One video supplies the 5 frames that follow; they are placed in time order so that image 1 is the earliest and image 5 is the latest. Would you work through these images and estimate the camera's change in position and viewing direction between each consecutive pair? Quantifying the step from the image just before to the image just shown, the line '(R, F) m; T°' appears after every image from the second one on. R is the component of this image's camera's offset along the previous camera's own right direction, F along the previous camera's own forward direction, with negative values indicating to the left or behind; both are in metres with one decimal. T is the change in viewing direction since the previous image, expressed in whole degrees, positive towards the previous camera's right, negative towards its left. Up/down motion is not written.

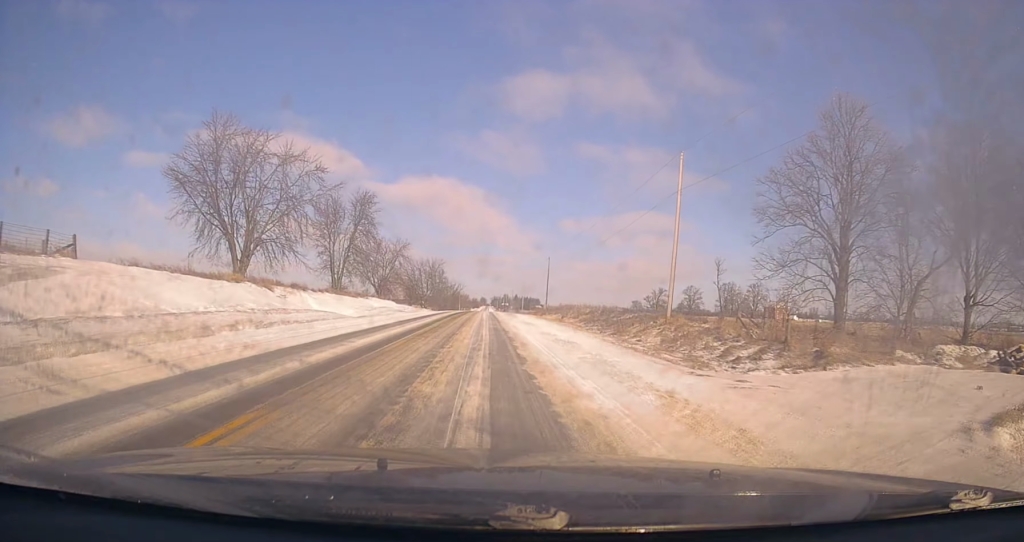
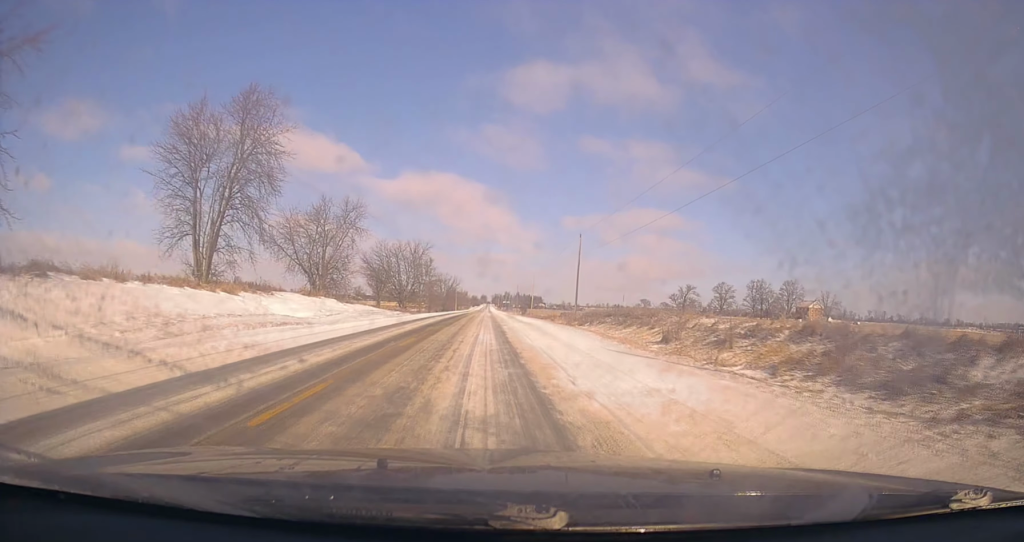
(-0.4, +35.2) m; 0°
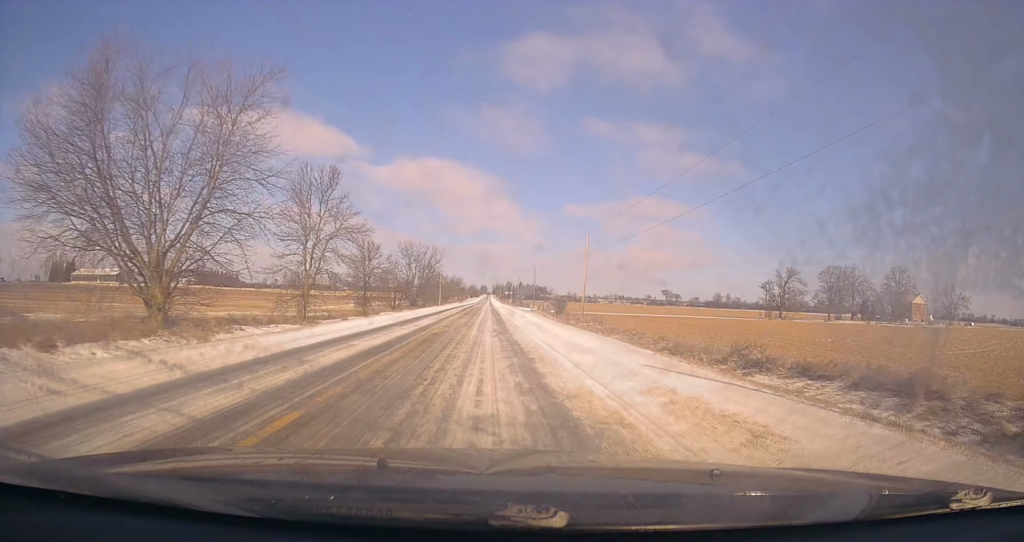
(+1.3, +77.3) m; 0°
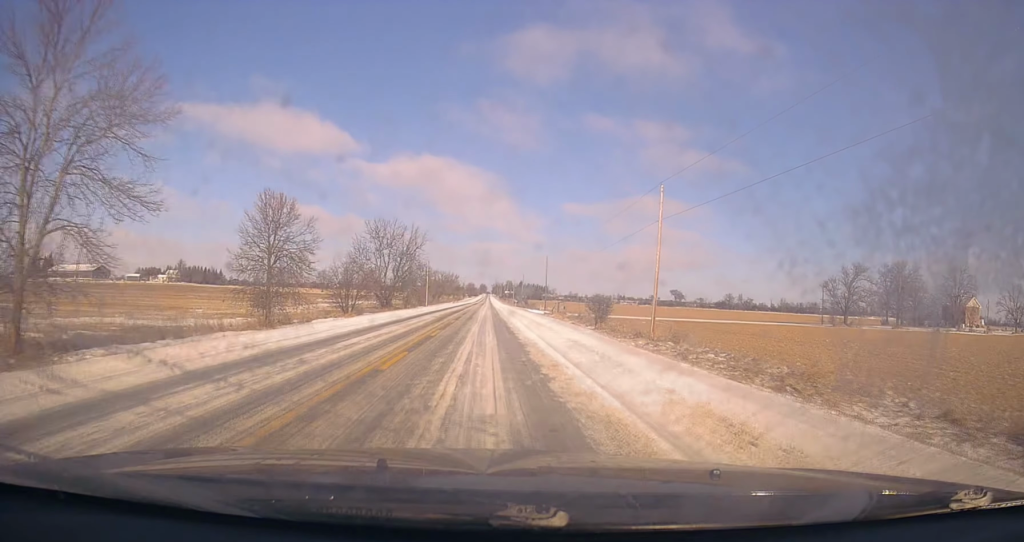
(-0.3, +30.2) m; 0°
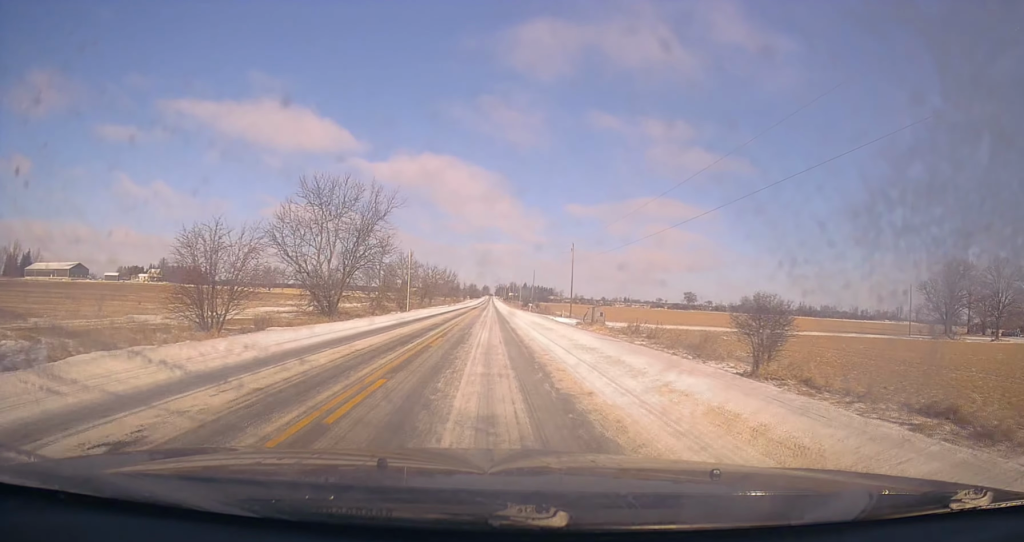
(+0.5, +31.5) m; +1°
